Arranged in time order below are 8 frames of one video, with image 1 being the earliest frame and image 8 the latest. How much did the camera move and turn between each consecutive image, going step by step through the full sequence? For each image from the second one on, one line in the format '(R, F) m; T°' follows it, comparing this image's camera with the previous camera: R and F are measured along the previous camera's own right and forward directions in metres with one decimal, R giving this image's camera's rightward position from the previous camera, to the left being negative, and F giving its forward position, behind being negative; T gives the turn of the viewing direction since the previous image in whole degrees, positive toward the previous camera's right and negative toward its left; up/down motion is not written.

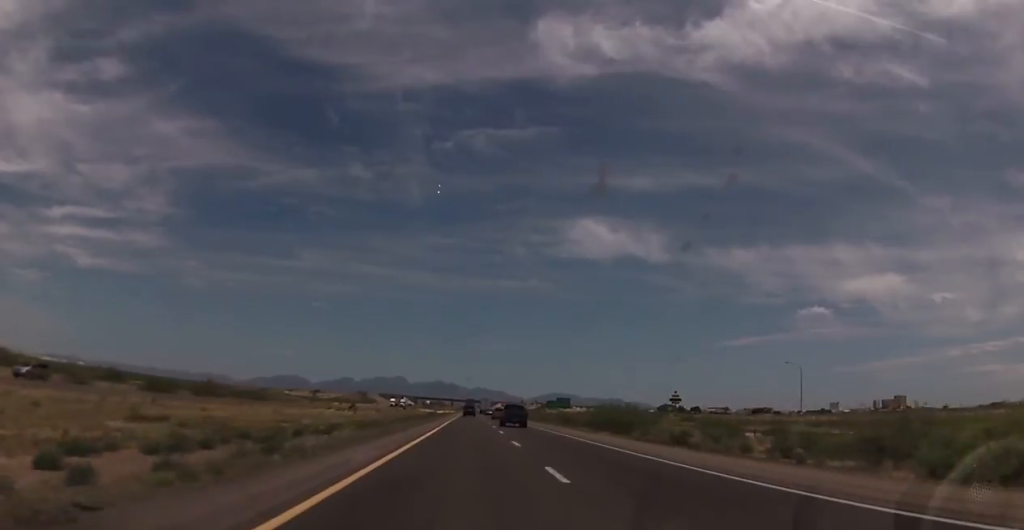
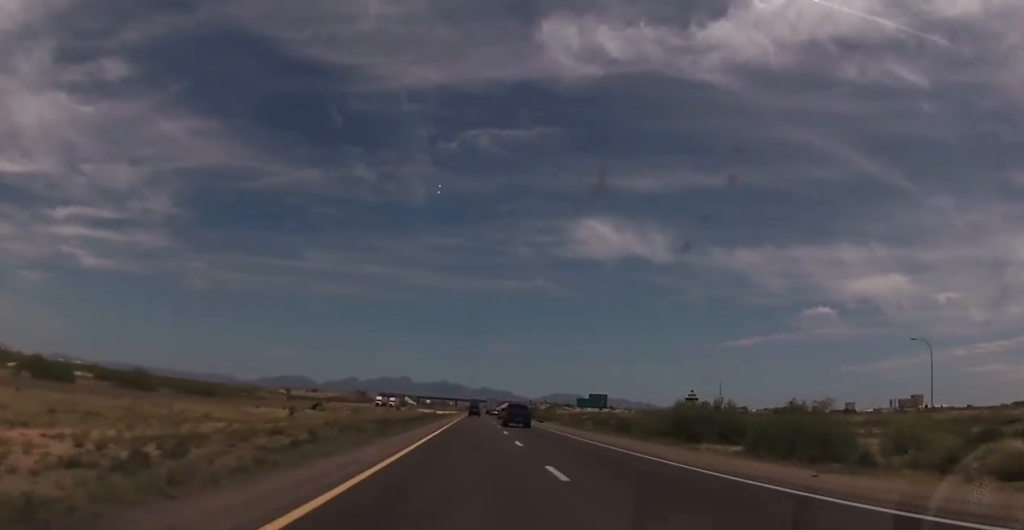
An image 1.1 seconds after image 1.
(0.0, +35.7) m; 0°
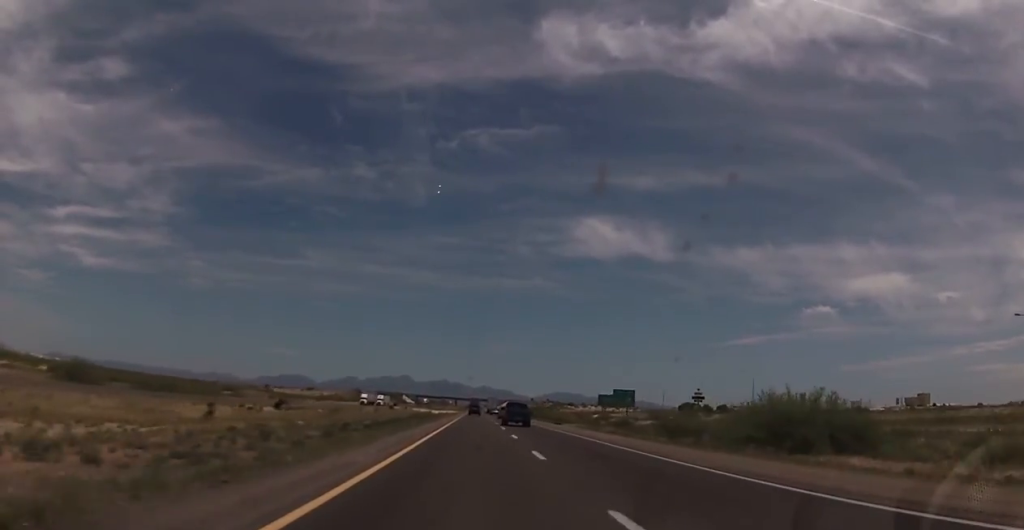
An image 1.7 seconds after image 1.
(0.0, +19.5) m; 0°
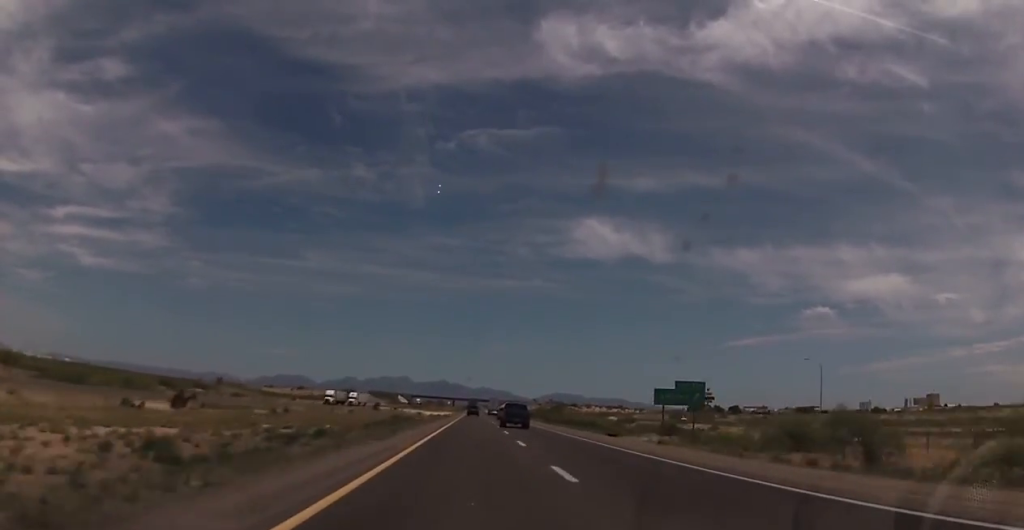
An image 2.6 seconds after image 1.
(0.0, +29.3) m; 0°
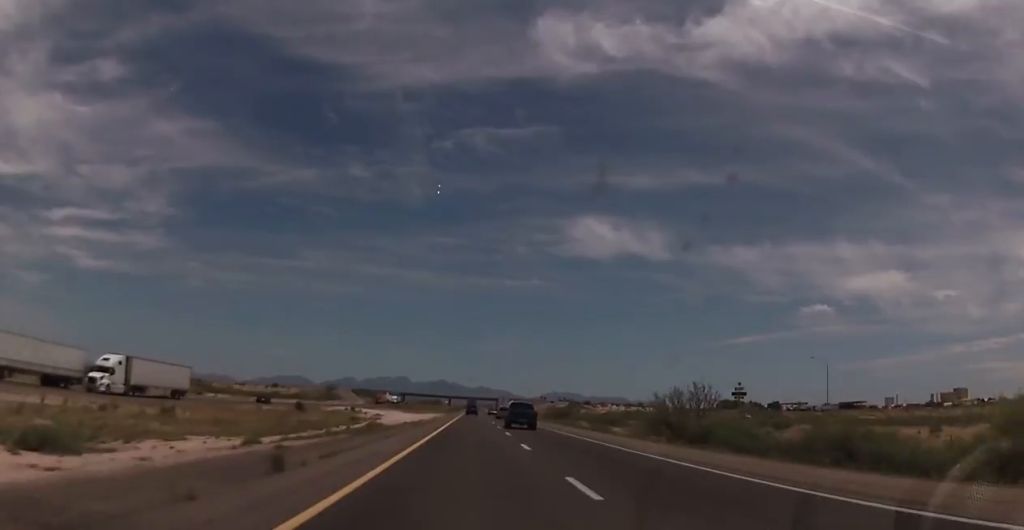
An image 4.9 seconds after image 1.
(+0.1, +75.0) m; 0°
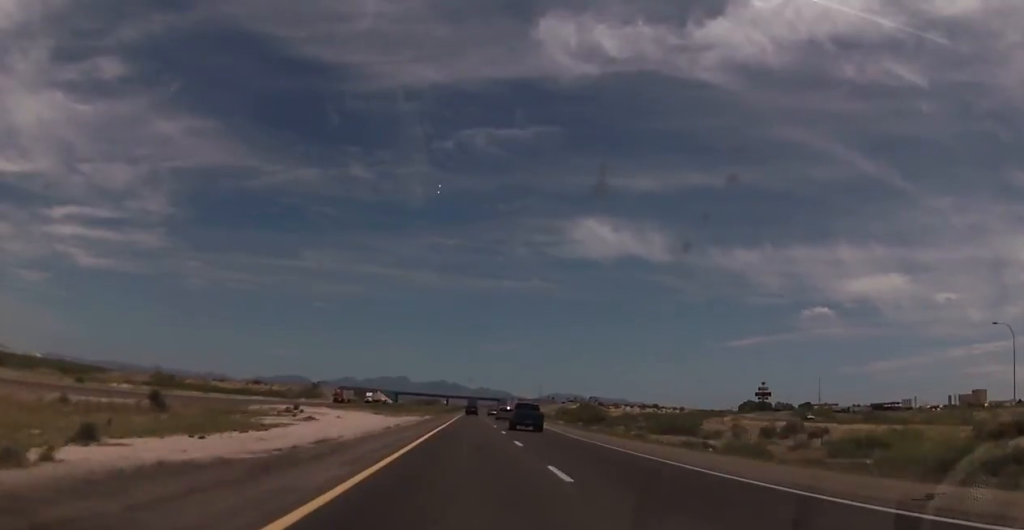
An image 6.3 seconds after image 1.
(0.0, +46.0) m; 0°
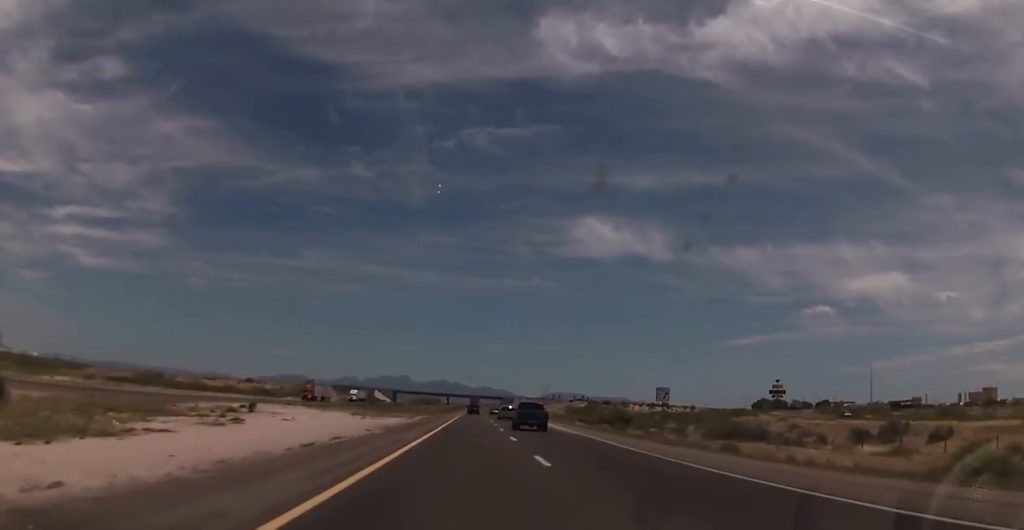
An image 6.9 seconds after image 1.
(0.0, +20.8) m; 0°
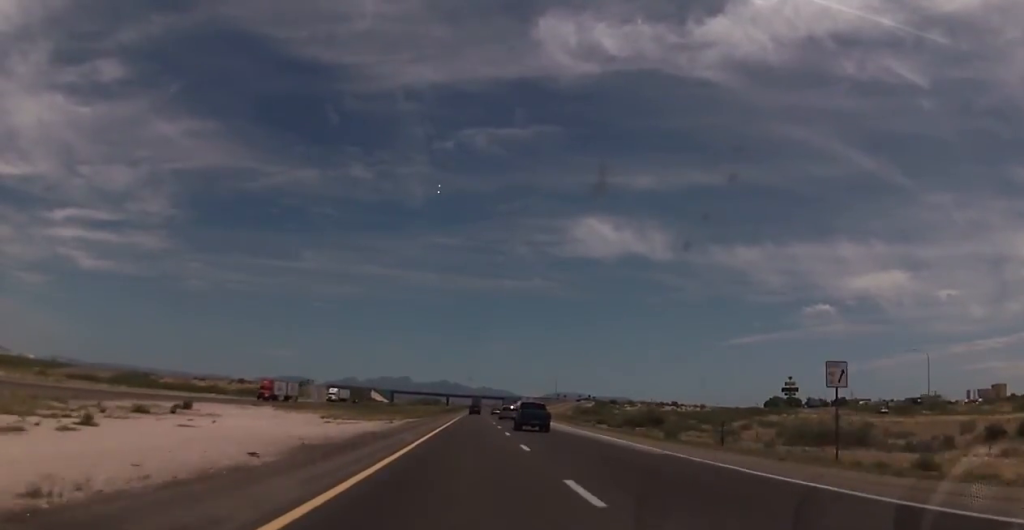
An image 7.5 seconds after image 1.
(0.0, +18.7) m; 0°
